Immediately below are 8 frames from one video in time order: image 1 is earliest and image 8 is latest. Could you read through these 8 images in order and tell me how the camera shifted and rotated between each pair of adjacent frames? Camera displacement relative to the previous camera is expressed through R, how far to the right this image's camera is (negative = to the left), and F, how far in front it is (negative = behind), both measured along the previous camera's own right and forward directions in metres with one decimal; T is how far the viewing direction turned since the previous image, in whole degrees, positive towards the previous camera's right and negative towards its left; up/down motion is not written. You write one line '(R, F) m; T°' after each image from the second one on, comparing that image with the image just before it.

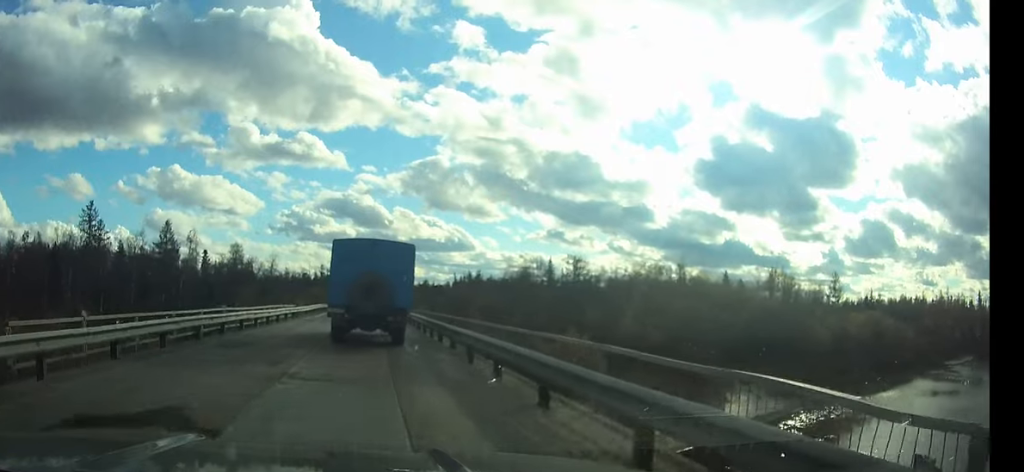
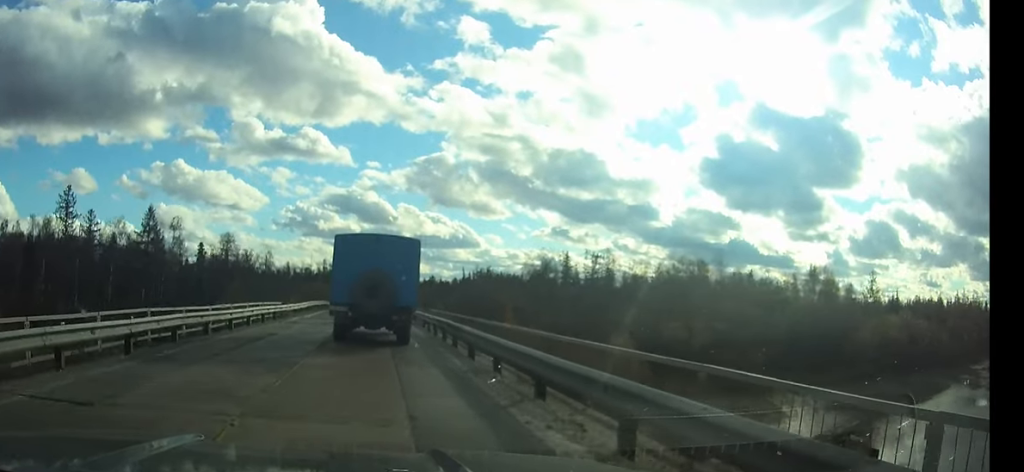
(0.0, +9.7) m; 0°
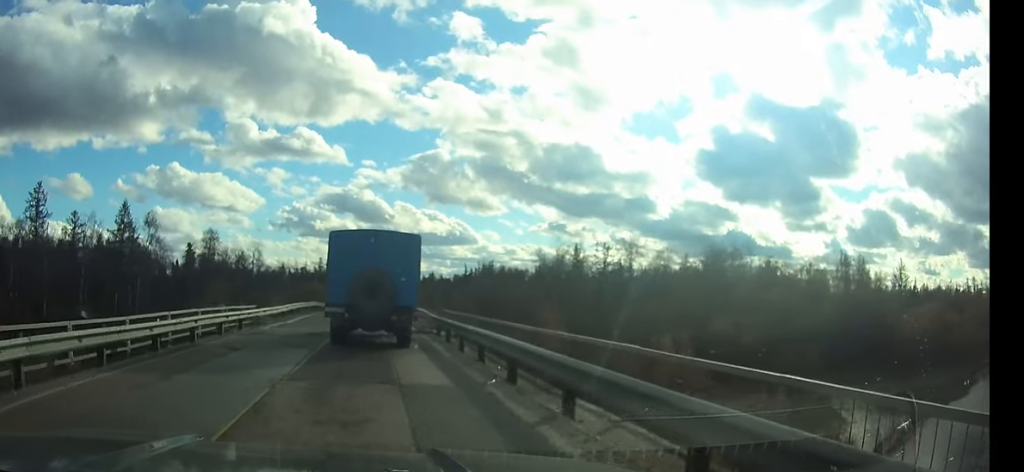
(0.0, +7.9) m; 0°
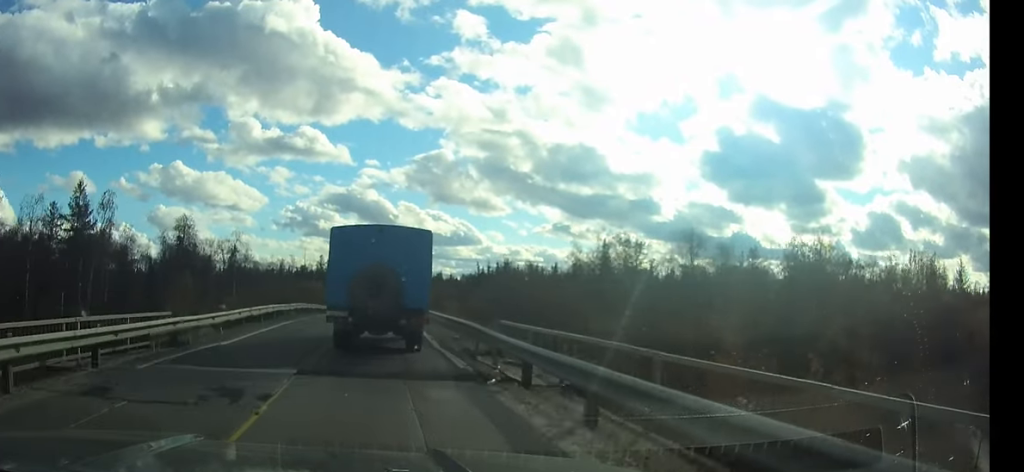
(0.0, +14.2) m; 0°
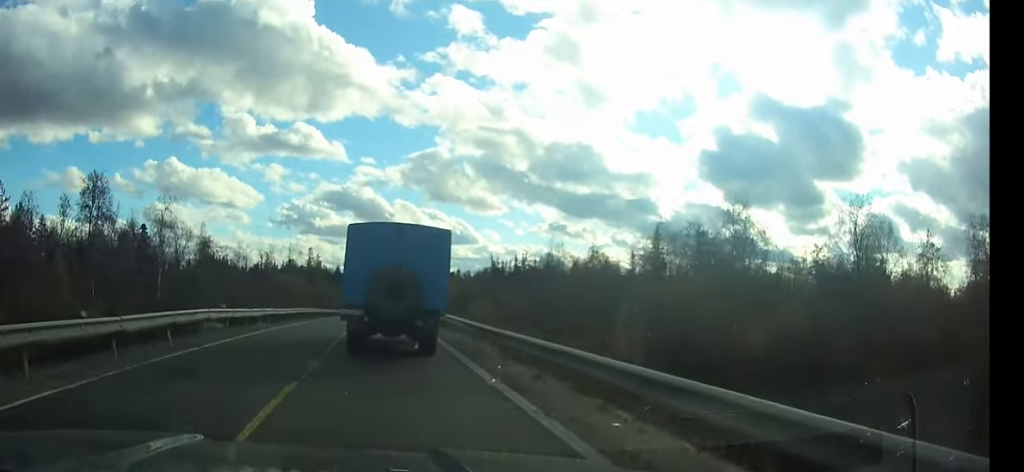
(0.0, +26.3) m; 0°
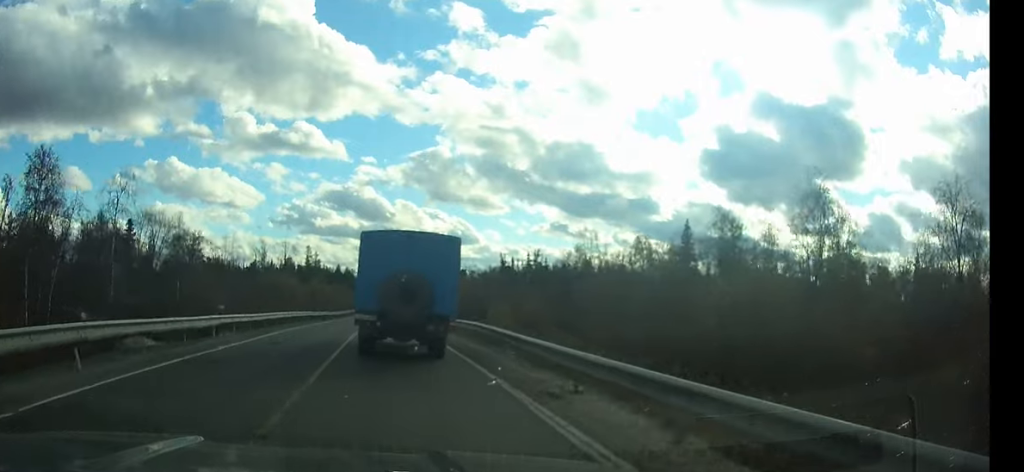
(0.0, +10.6) m; 0°
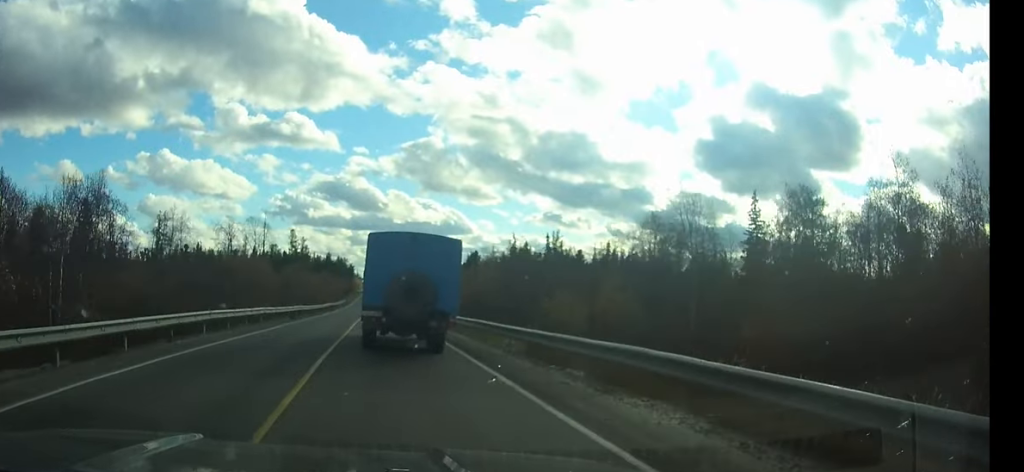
(0.0, +21.5) m; 0°
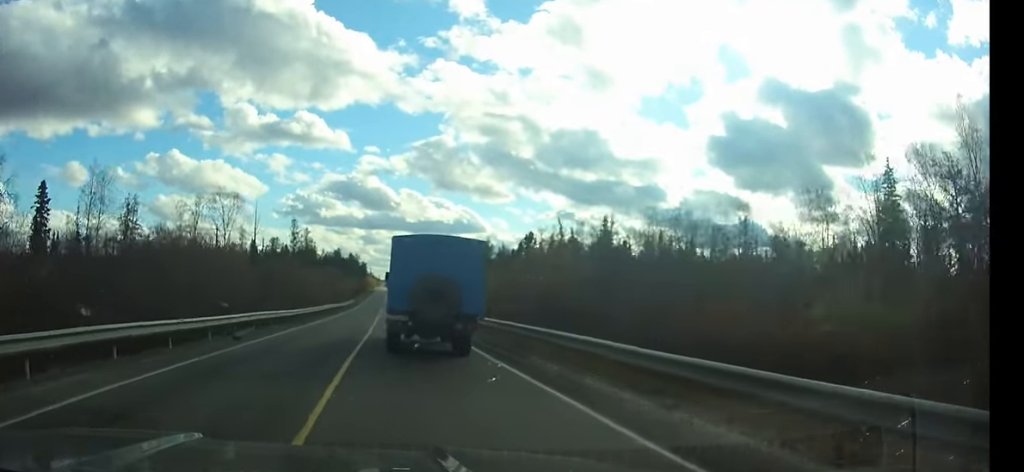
(-0.2, +23.8) m; -1°
